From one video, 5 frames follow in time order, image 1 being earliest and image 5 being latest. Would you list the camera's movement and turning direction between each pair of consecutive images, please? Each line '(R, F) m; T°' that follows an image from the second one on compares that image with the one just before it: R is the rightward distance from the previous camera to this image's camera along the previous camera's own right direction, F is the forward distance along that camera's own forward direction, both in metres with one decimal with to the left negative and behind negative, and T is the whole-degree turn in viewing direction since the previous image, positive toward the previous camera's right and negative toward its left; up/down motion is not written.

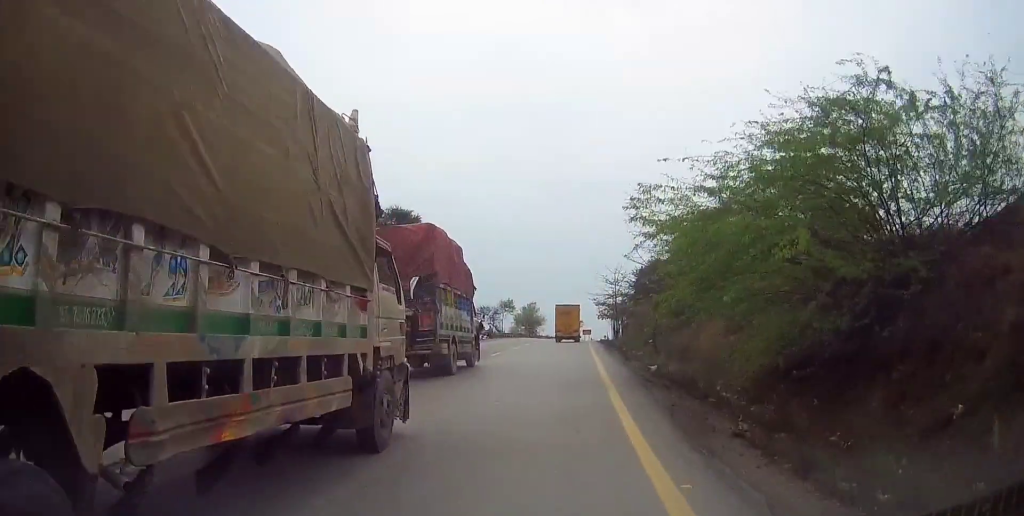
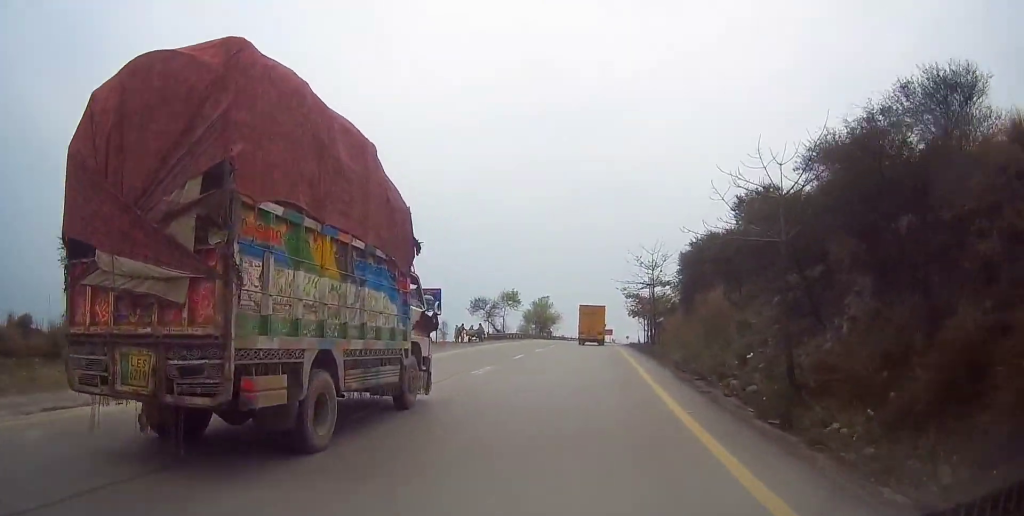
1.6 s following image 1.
(-0.4, +20.3) m; +1°
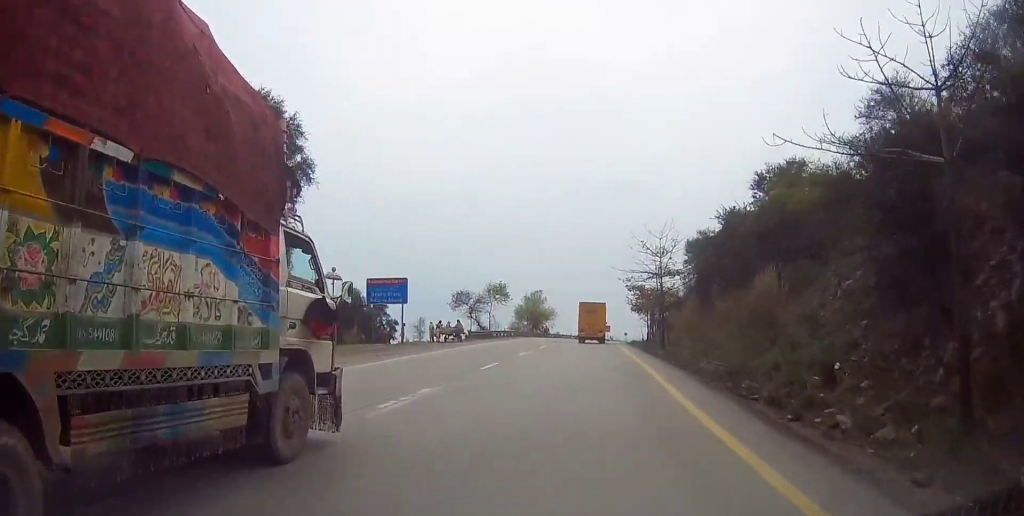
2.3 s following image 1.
(+0.3, +8.3) m; 0°
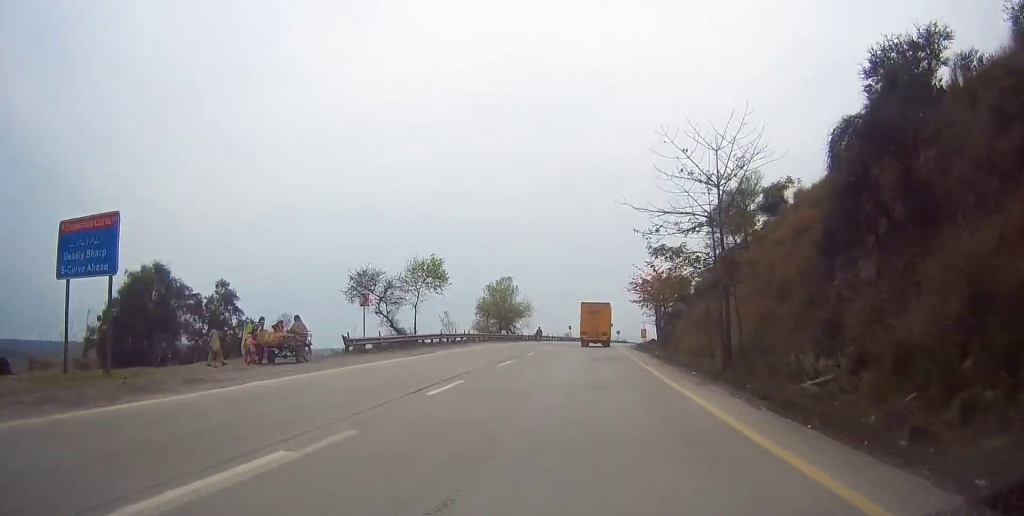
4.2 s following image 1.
(0.0, +24.5) m; +1°
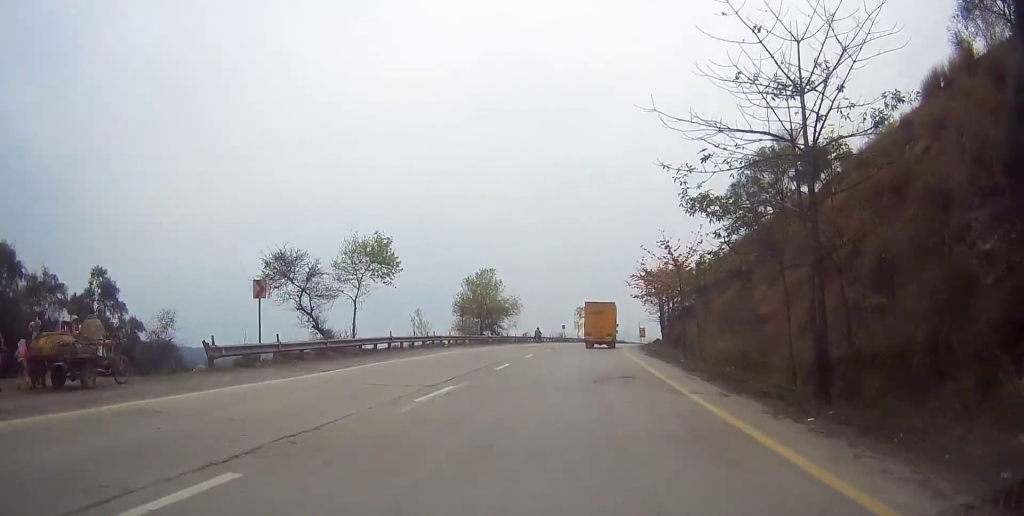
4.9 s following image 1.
(+0.1, +10.3) m; +1°
